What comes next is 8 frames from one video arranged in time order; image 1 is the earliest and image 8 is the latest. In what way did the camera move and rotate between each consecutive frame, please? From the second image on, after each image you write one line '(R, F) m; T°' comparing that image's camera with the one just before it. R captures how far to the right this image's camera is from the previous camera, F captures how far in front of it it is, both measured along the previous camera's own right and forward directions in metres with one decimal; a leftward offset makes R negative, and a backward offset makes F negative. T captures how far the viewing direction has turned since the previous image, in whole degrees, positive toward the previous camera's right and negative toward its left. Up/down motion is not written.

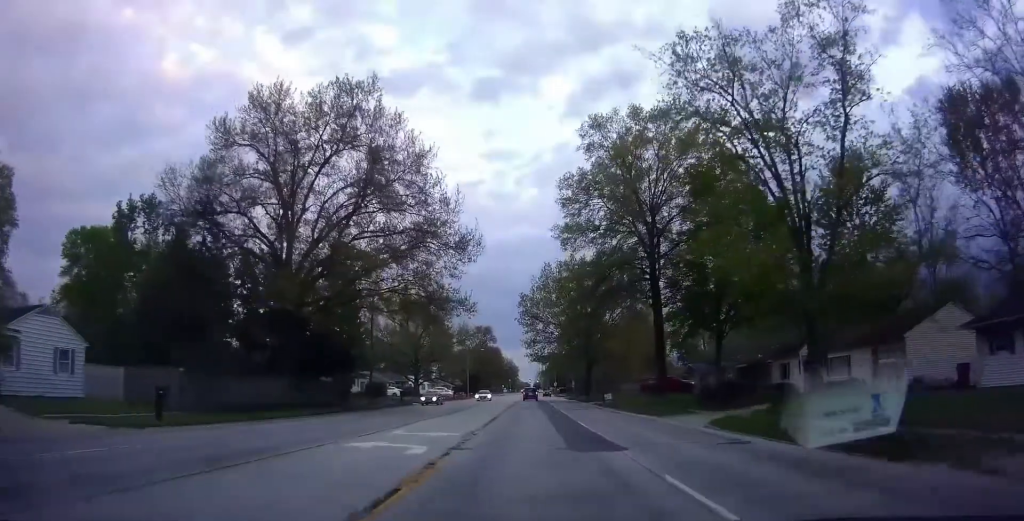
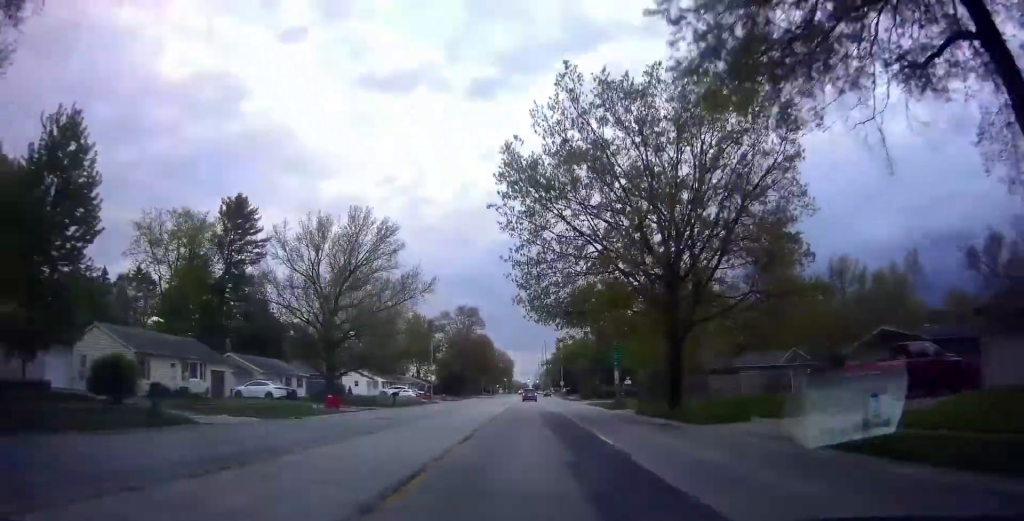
(0.0, +41.5) m; 0°
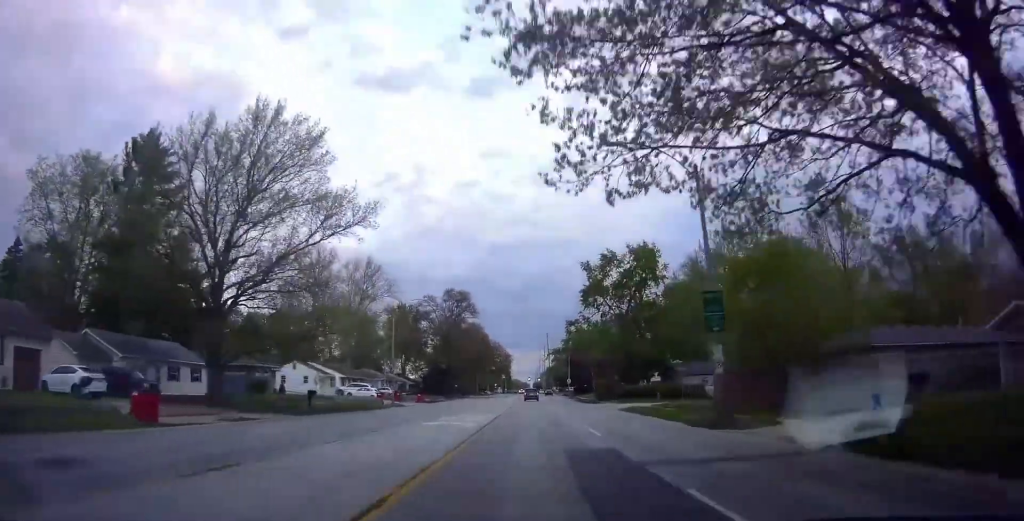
(0.0, +22.1) m; 0°
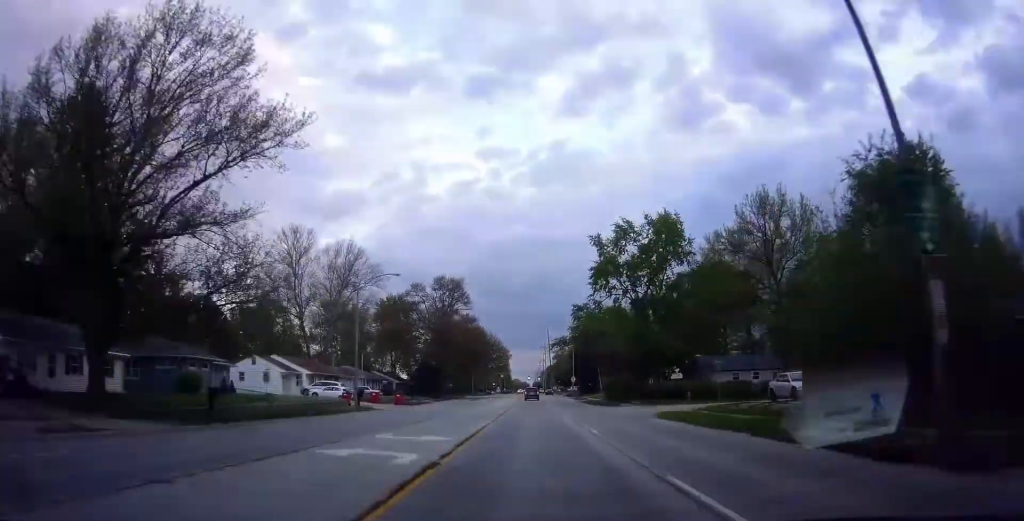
(0.0, +11.6) m; 0°
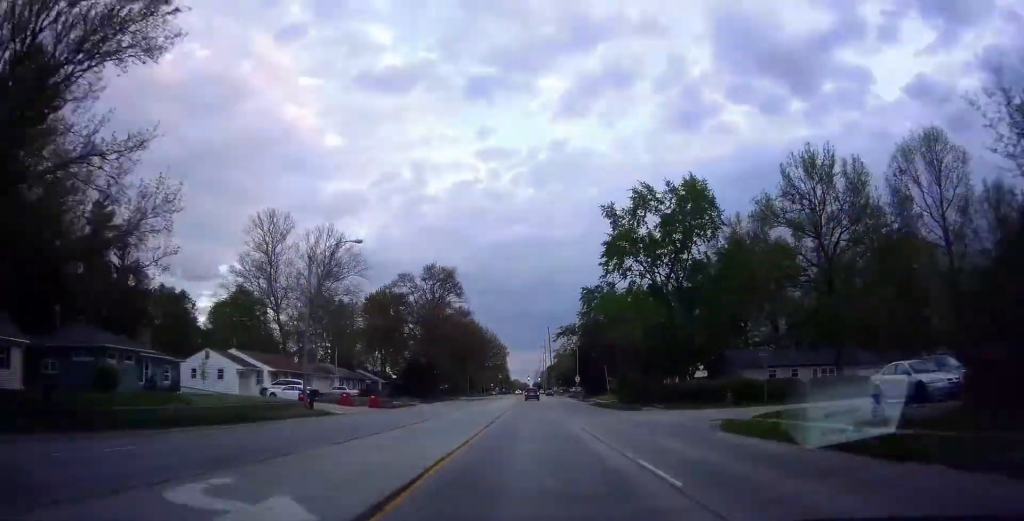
(0.0, +9.8) m; -1°
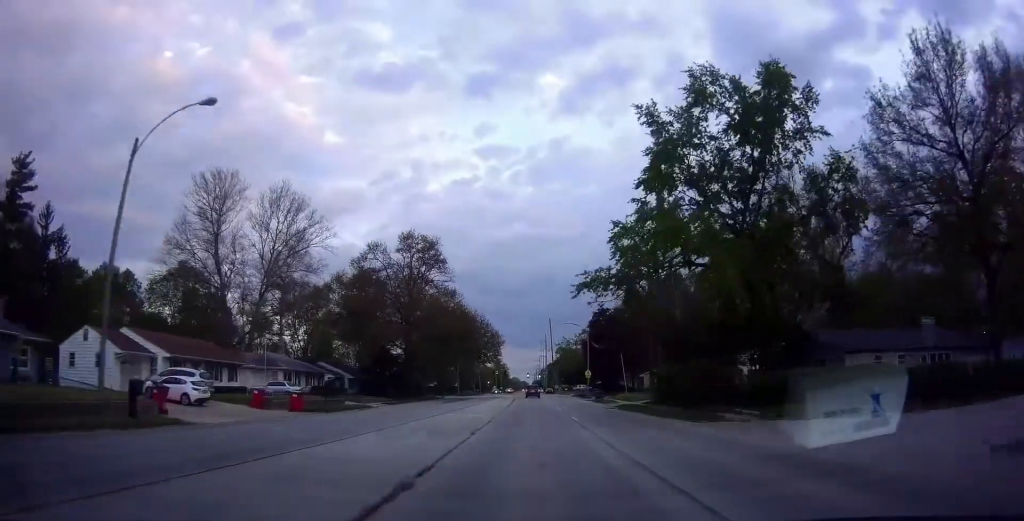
(-0.5, +17.6) m; 0°
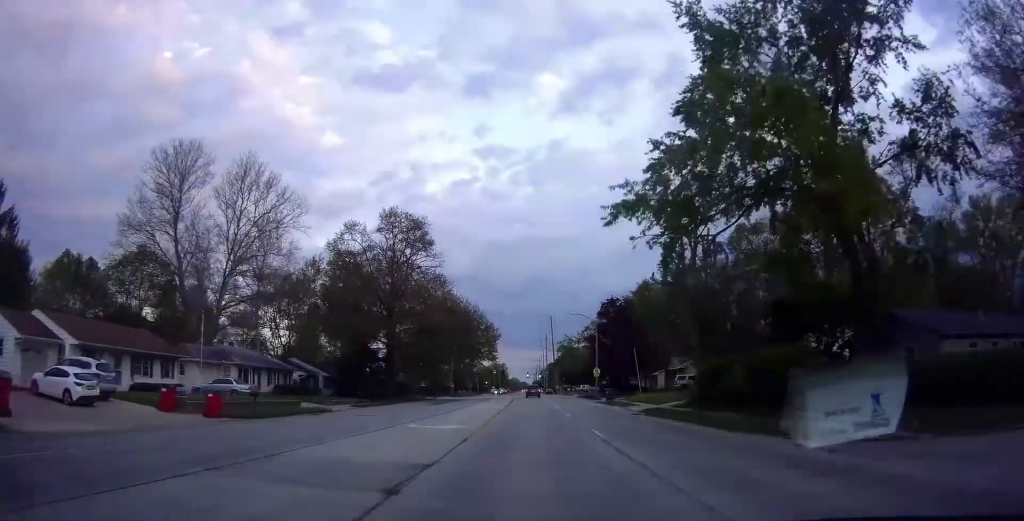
(-0.4, +9.7) m; +1°
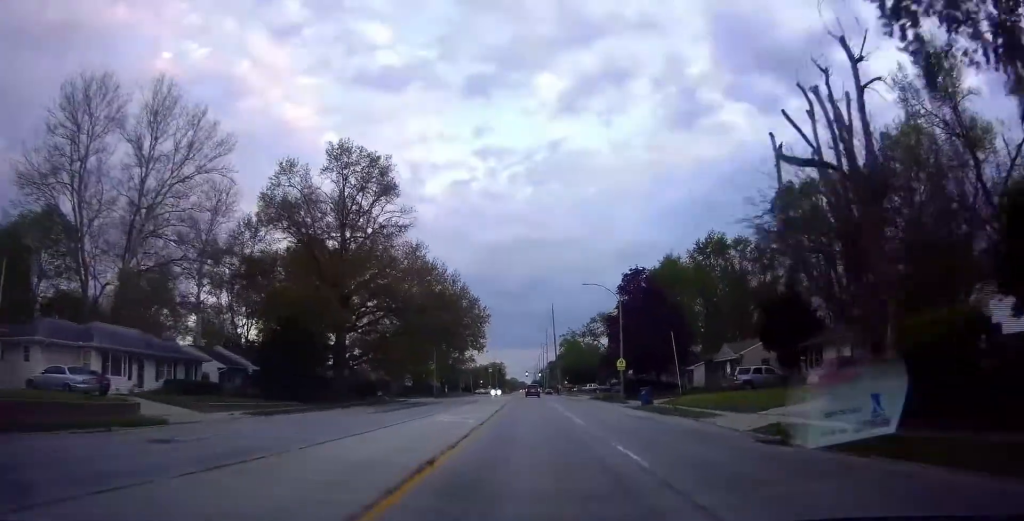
(+1.3, +18.1) m; 0°
